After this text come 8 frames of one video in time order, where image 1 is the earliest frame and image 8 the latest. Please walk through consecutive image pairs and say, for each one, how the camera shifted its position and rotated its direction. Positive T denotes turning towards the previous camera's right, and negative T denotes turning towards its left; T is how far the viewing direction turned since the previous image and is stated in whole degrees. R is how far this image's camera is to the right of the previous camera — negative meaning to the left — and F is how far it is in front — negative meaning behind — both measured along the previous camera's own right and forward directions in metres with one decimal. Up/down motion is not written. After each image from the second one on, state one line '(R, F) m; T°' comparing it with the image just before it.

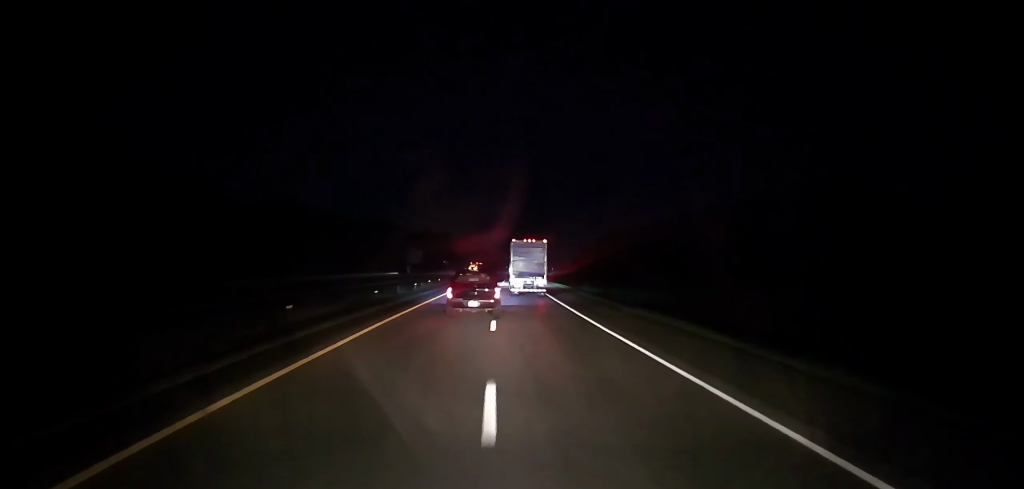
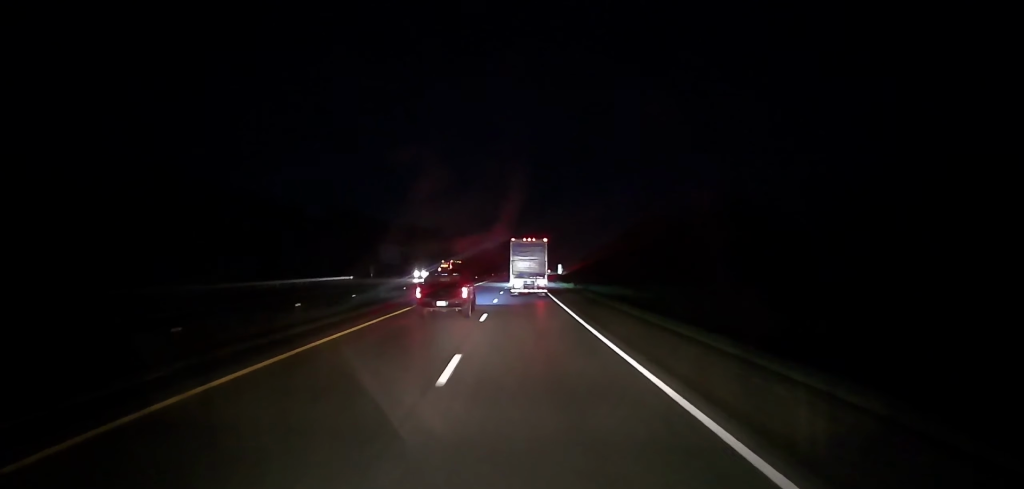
(+1.4, +44.6) m; +3°
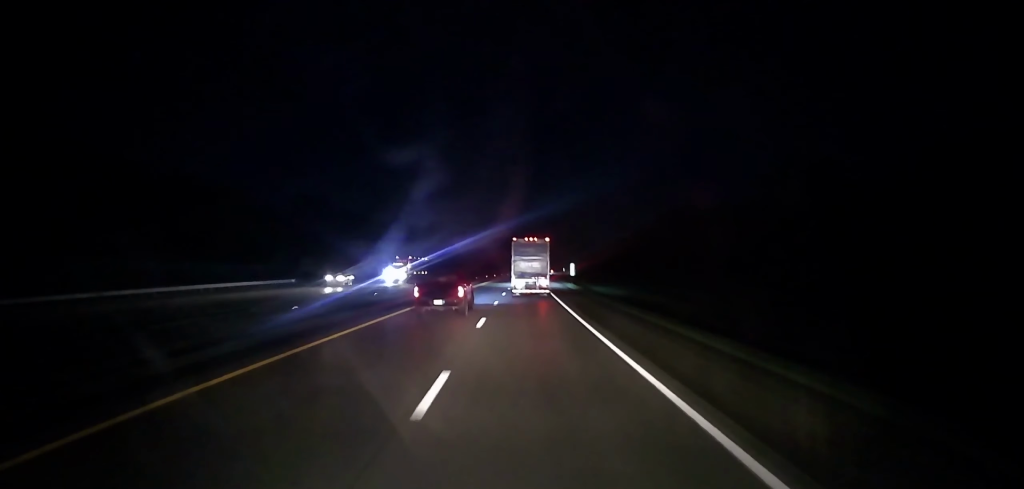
(+0.1, +26.1) m; 0°
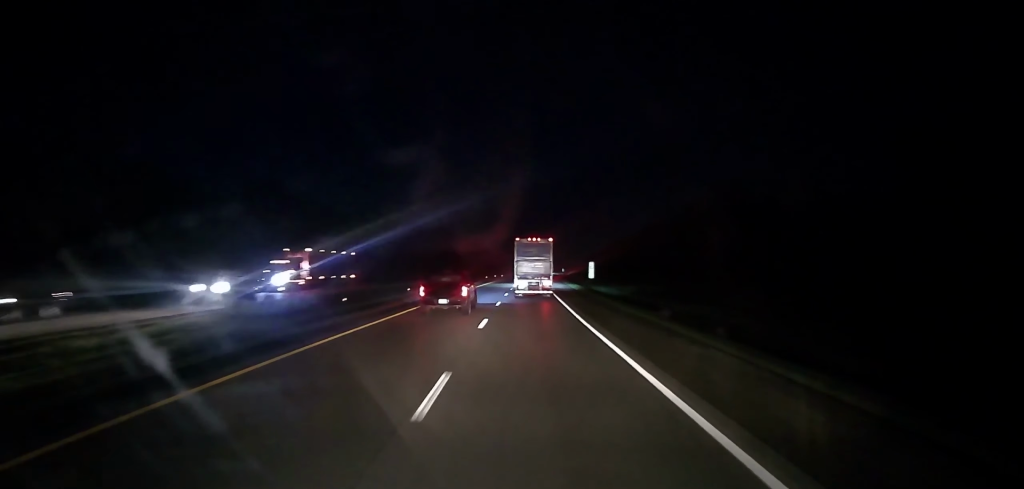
(0.0, +23.9) m; 0°
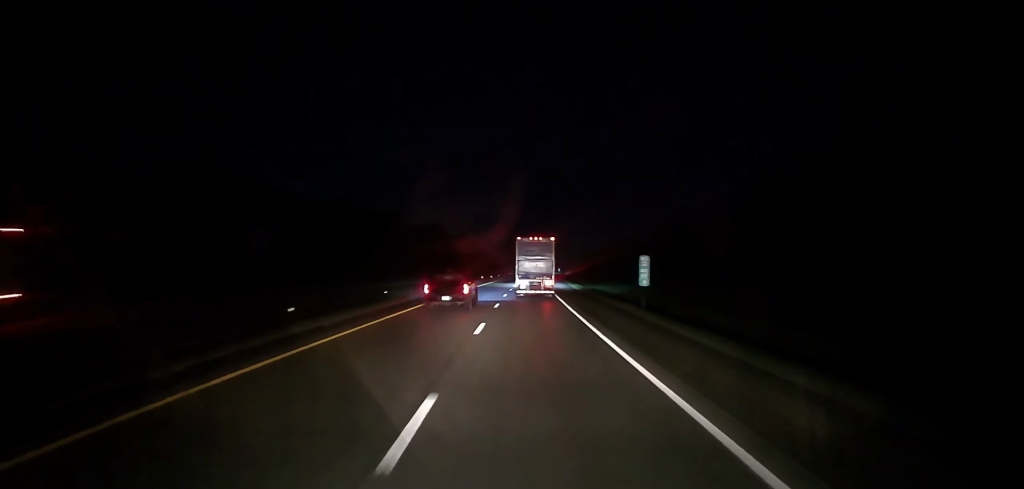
(-0.2, +25.4) m; 0°
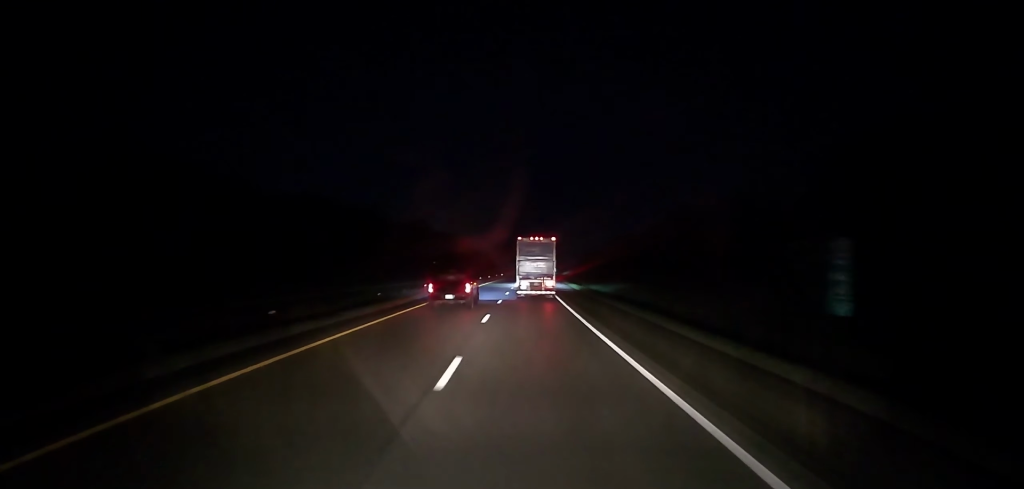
(0.0, +19.5) m; 0°
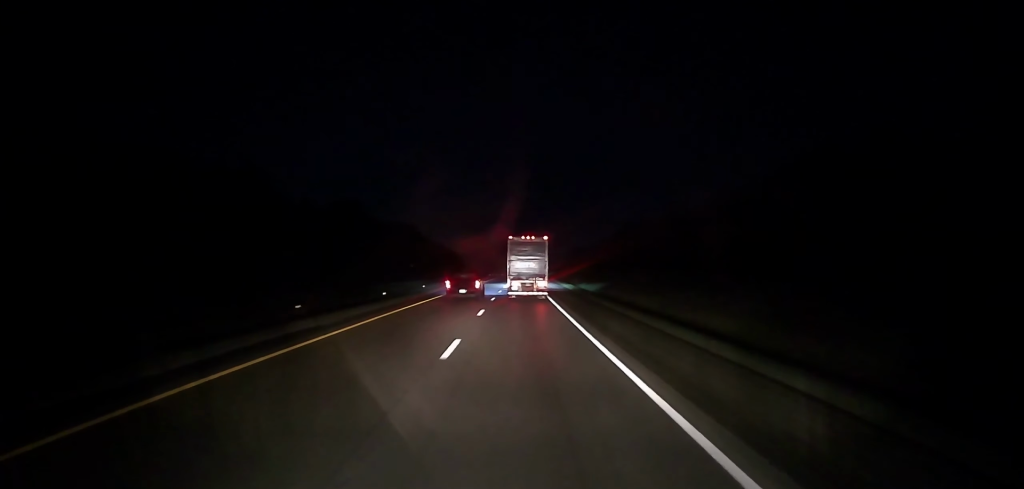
(+1.0, +65.3) m; +2°
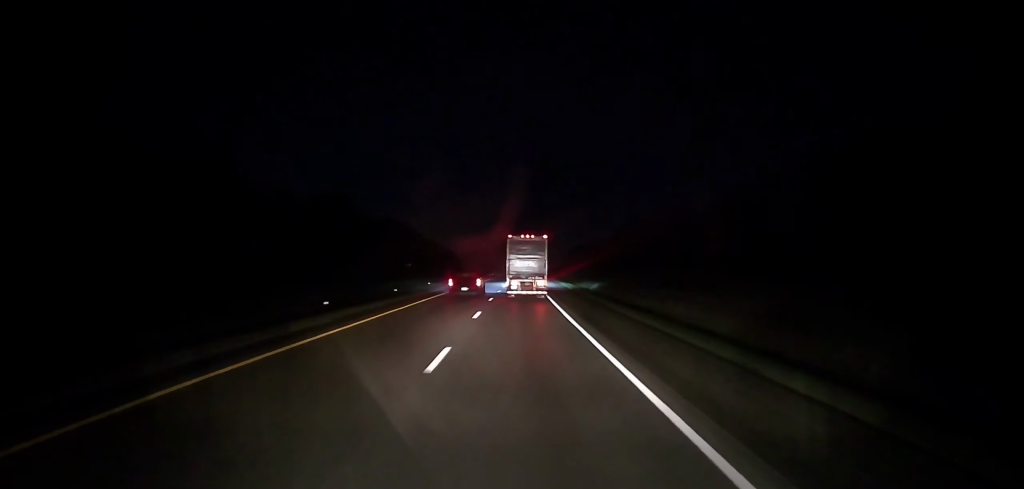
(+0.1, +12.8) m; +1°
